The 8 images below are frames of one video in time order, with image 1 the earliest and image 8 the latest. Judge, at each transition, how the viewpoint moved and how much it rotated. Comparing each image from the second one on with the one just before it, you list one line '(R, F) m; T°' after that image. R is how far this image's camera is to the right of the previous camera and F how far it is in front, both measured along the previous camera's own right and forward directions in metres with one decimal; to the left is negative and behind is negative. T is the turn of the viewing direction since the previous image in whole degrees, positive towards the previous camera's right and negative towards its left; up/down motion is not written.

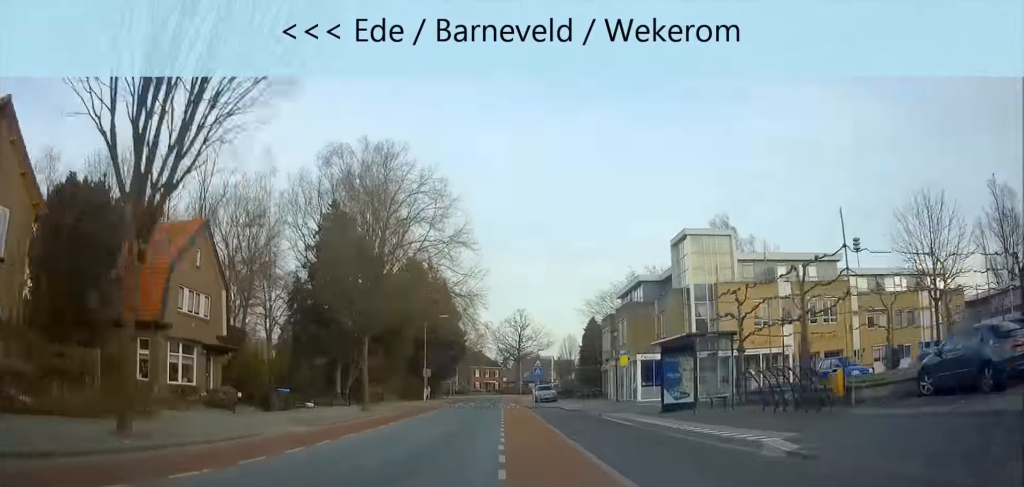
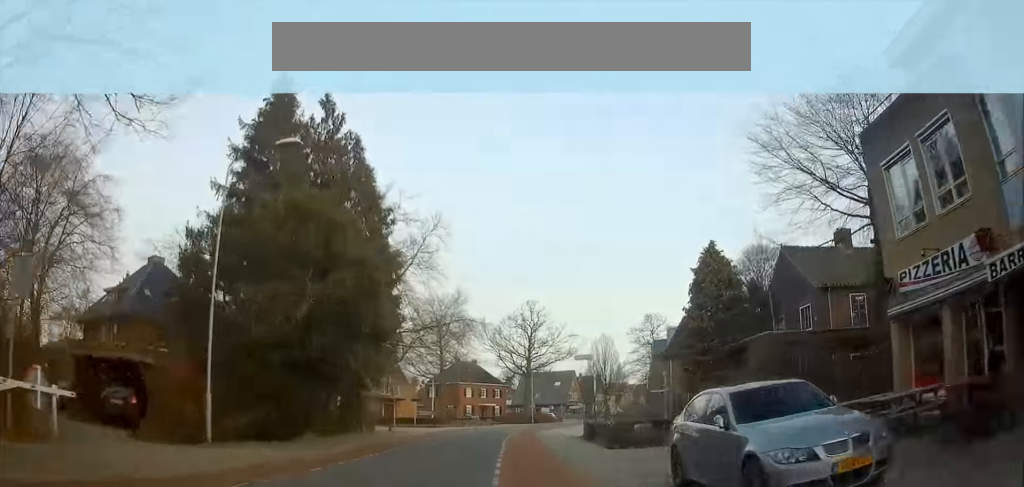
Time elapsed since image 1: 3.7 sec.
(-0.2, +46.7) m; -1°
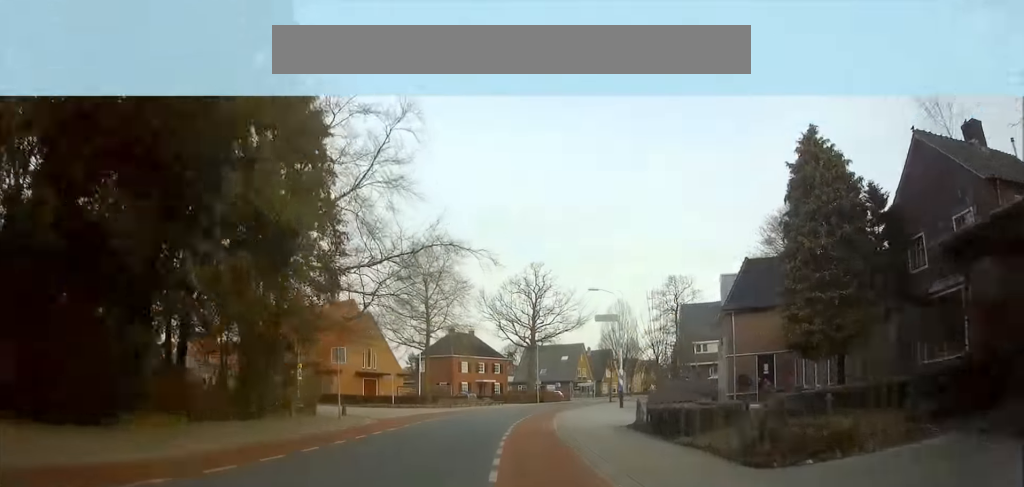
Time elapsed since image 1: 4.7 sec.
(-0.2, +13.0) m; +1°
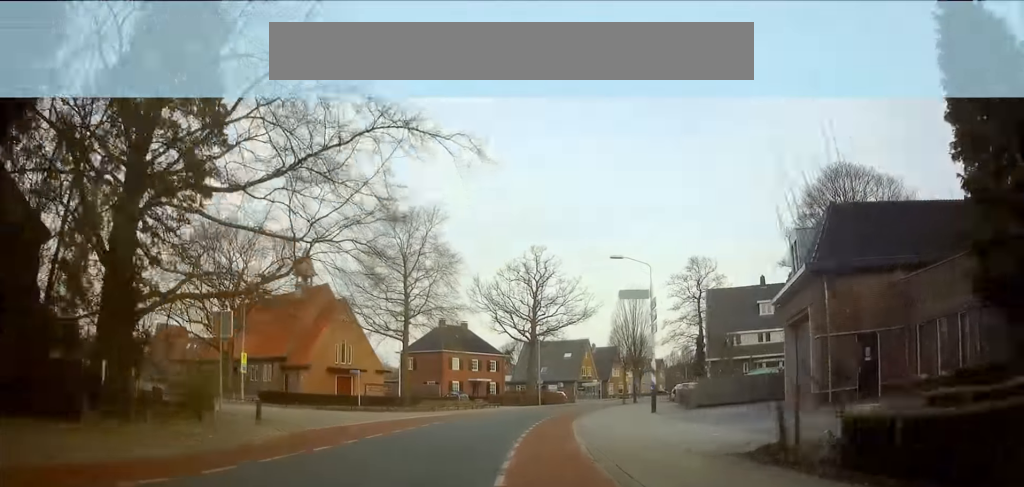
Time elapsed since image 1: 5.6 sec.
(-0.2, +10.6) m; +1°
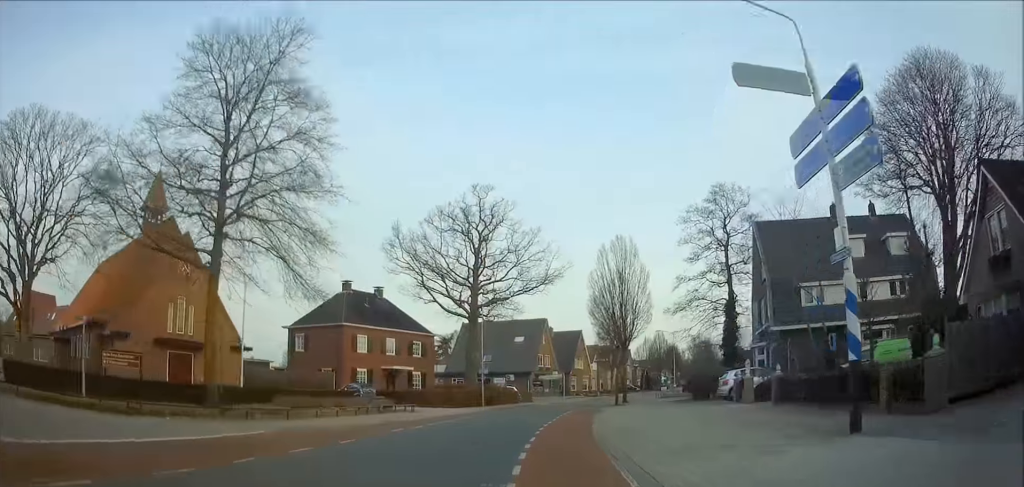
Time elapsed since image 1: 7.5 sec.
(+0.9, +23.2) m; +5°
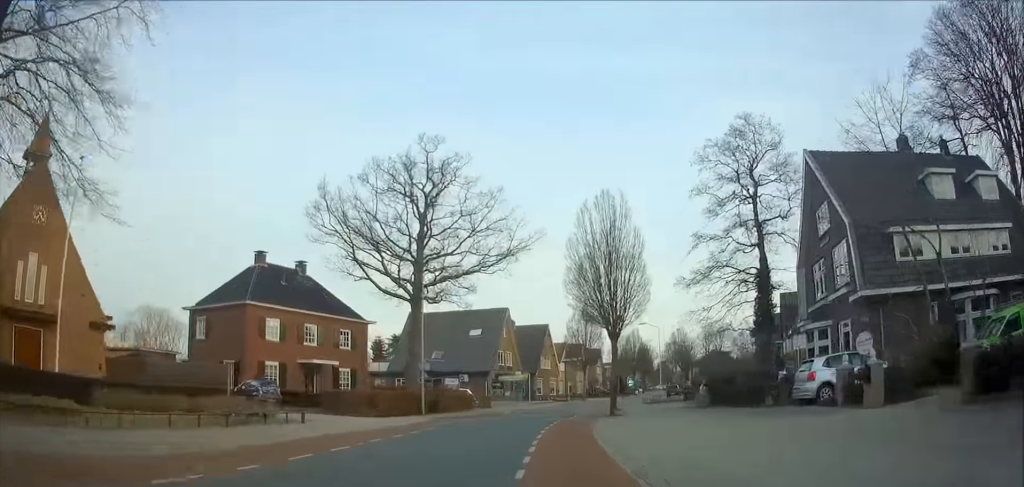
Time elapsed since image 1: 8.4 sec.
(+0.6, +12.0) m; +4°
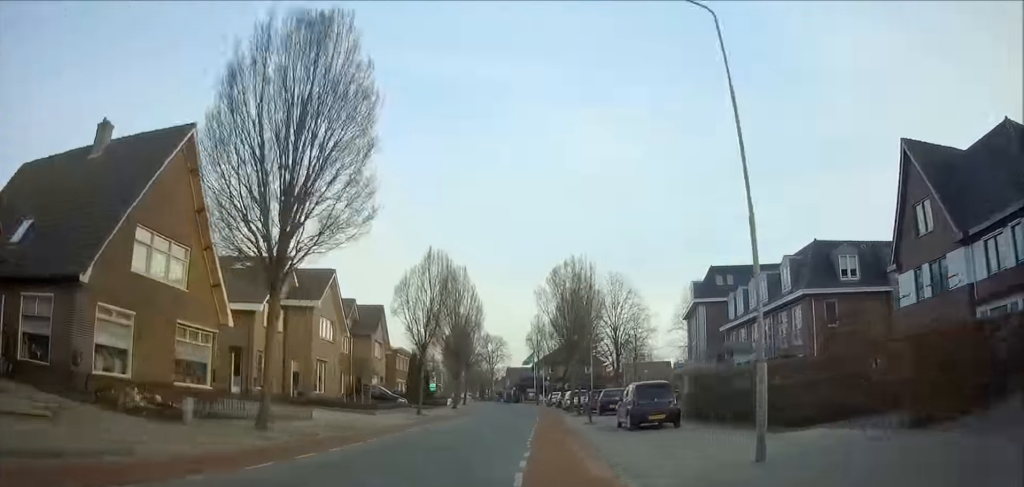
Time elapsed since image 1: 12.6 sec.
(+8.7, +55.7) m; +16°
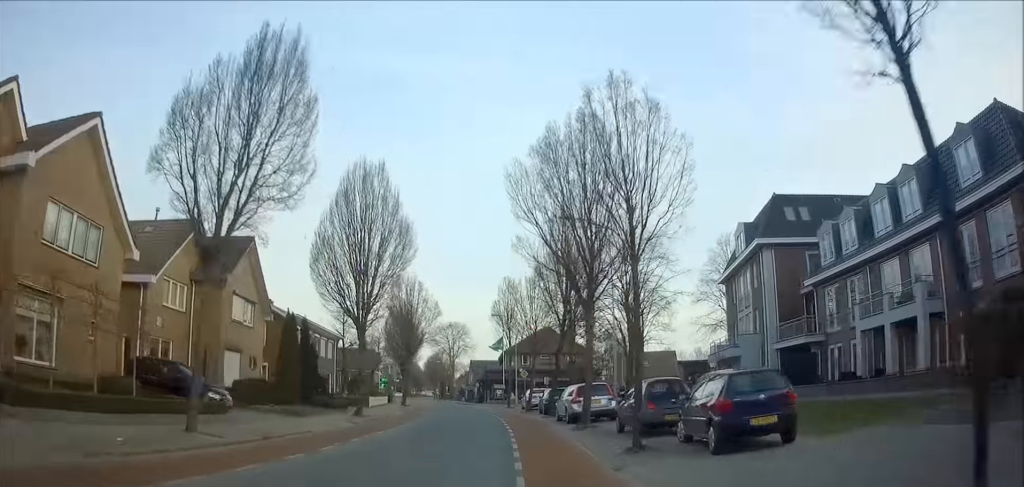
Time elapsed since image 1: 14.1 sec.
(+0.8, +22.1) m; +2°
